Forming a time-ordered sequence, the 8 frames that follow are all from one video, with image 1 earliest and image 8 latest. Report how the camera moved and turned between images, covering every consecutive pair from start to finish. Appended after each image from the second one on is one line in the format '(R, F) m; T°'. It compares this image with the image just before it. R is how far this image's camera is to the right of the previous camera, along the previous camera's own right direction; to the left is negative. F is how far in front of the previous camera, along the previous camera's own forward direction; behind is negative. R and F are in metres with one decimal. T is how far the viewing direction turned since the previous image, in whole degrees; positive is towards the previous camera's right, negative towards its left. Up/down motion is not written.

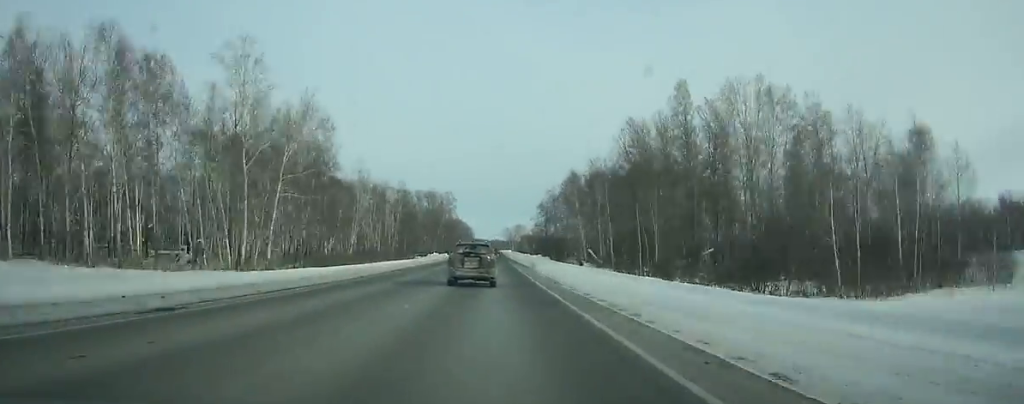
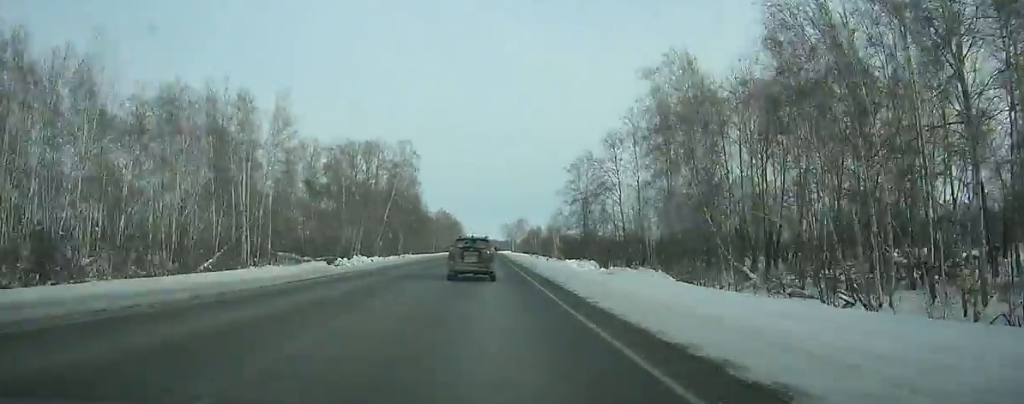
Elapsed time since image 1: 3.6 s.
(+0.1, +93.2) m; 0°
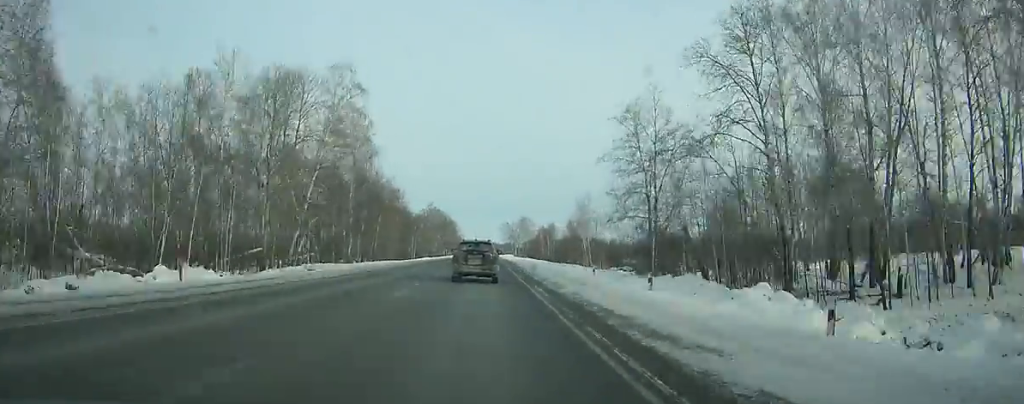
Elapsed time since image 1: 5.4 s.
(+0.1, +46.3) m; 0°
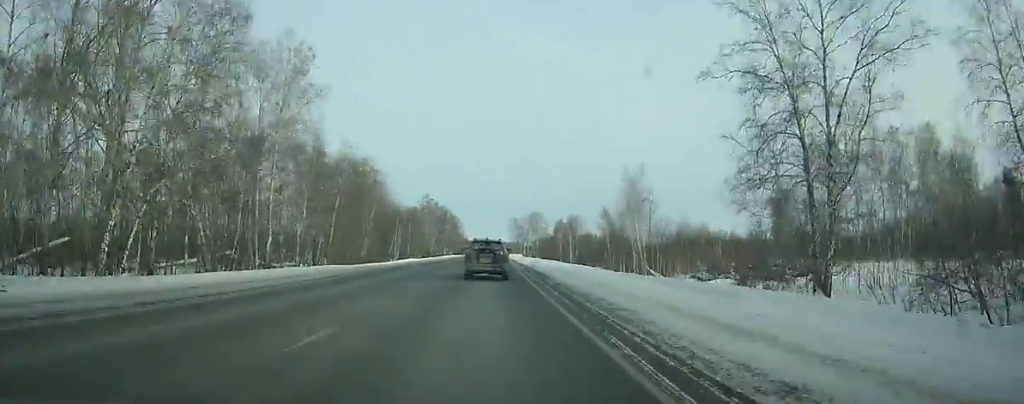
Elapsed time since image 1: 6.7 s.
(-0.1, +33.3) m; 0°
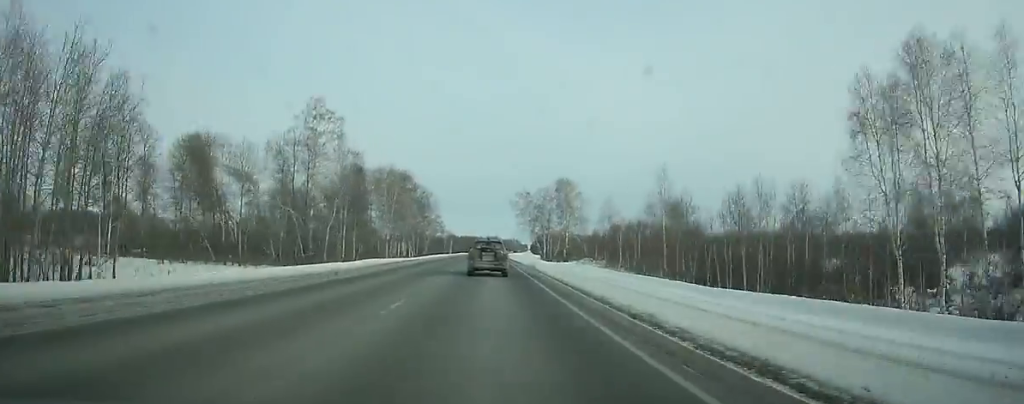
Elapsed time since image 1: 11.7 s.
(-0.2, +128.4) m; 0°
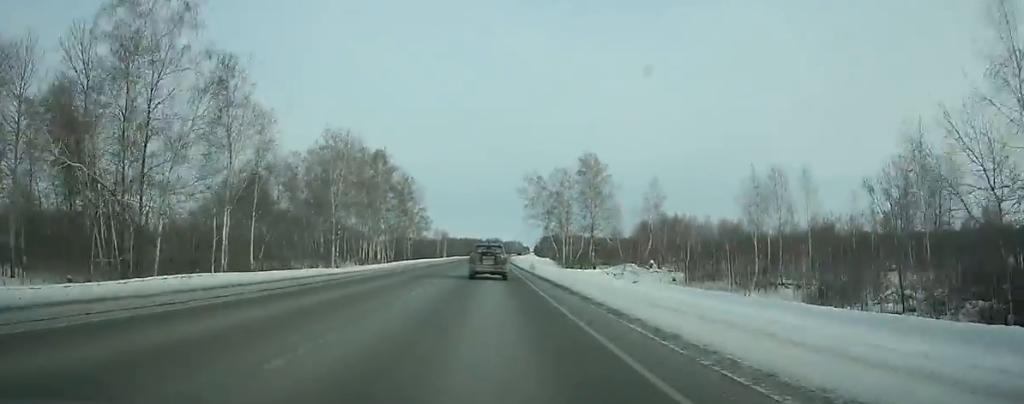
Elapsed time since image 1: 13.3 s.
(0.0, +41.4) m; 0°
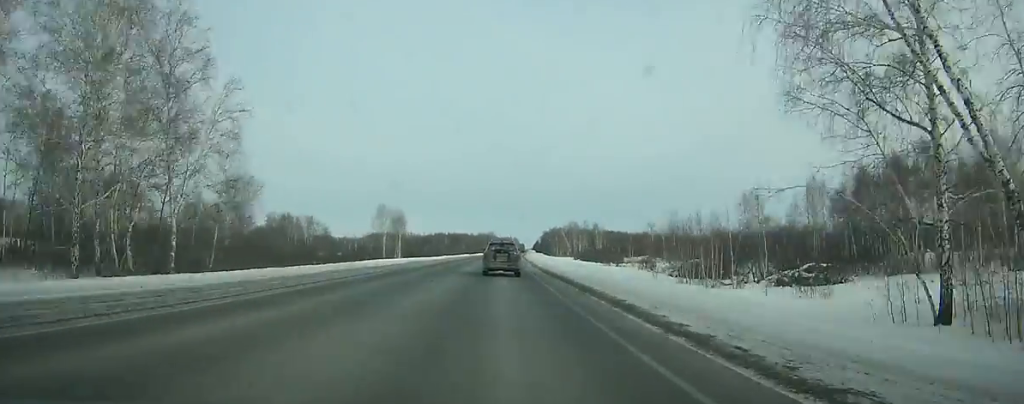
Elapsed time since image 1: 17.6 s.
(+0.7, +111.7) m; +1°
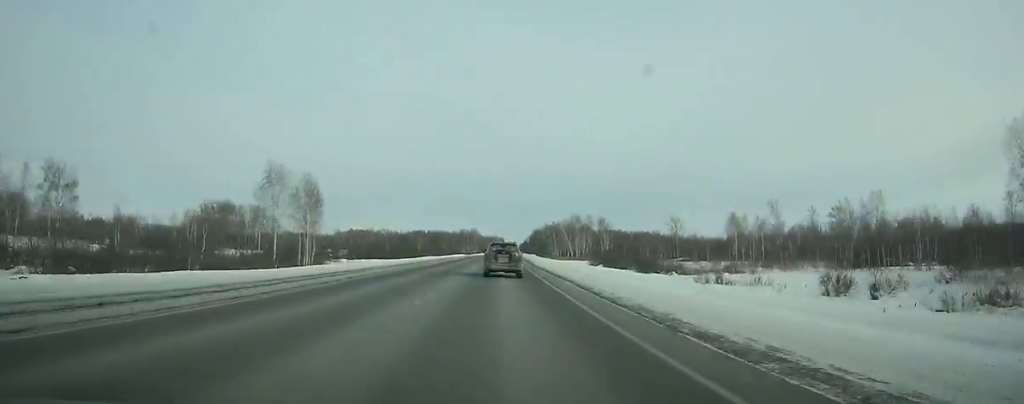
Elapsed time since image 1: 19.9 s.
(+0.7, +60.0) m; +1°
